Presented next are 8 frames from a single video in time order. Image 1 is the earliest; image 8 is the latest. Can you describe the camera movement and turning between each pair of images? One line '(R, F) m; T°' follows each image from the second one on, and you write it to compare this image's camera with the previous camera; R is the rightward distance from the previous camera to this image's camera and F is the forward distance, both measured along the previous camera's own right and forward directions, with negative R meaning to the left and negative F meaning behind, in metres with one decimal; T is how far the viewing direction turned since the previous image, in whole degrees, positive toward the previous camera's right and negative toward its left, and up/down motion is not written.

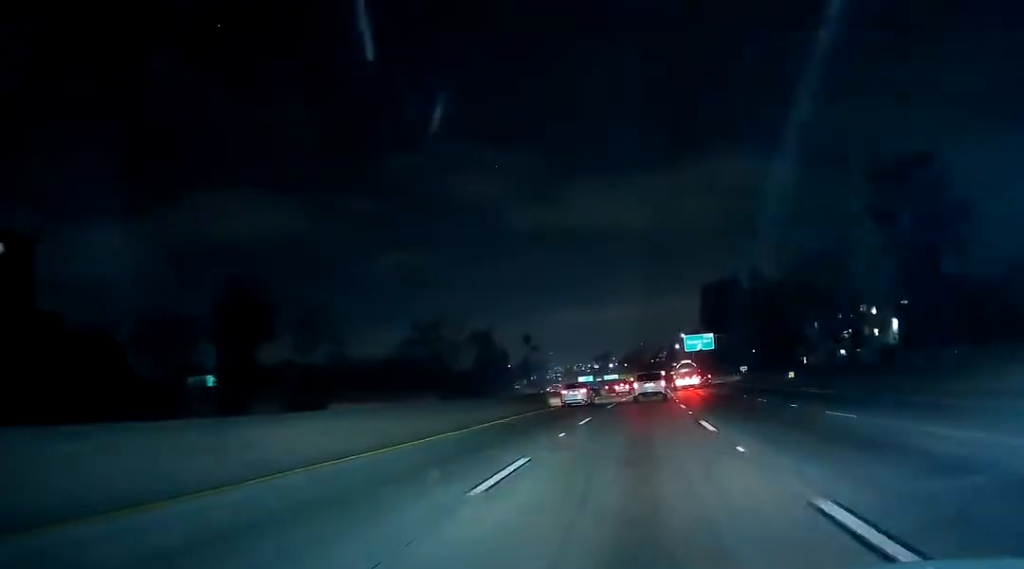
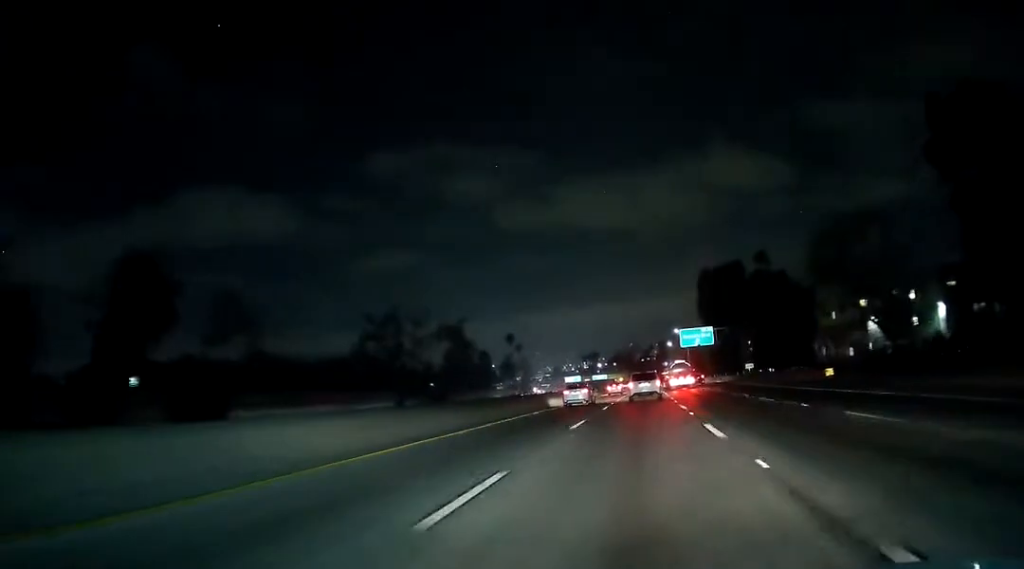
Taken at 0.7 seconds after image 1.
(+0.1, +17.3) m; +1°
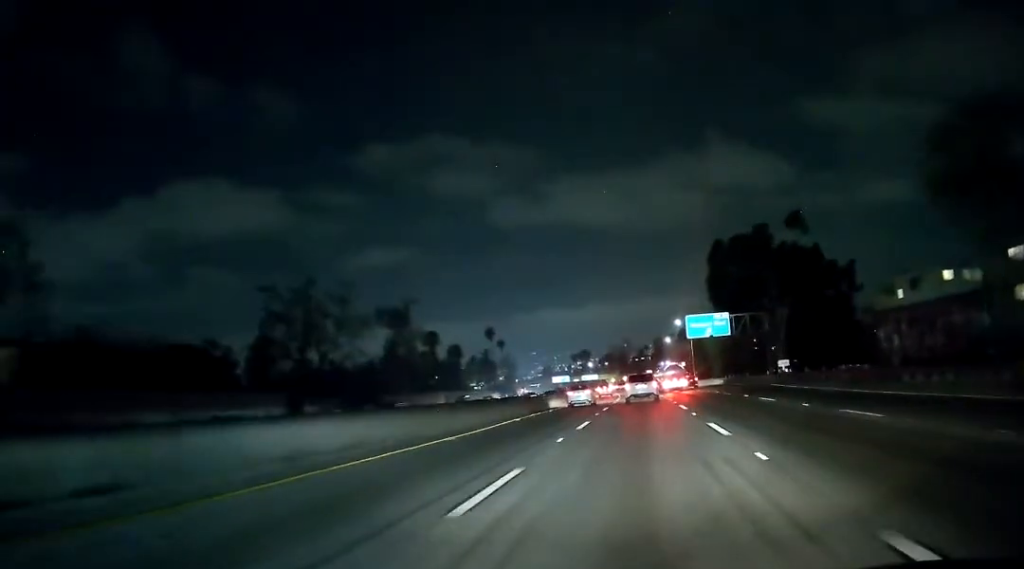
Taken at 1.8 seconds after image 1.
(+0.3, +28.0) m; +1°
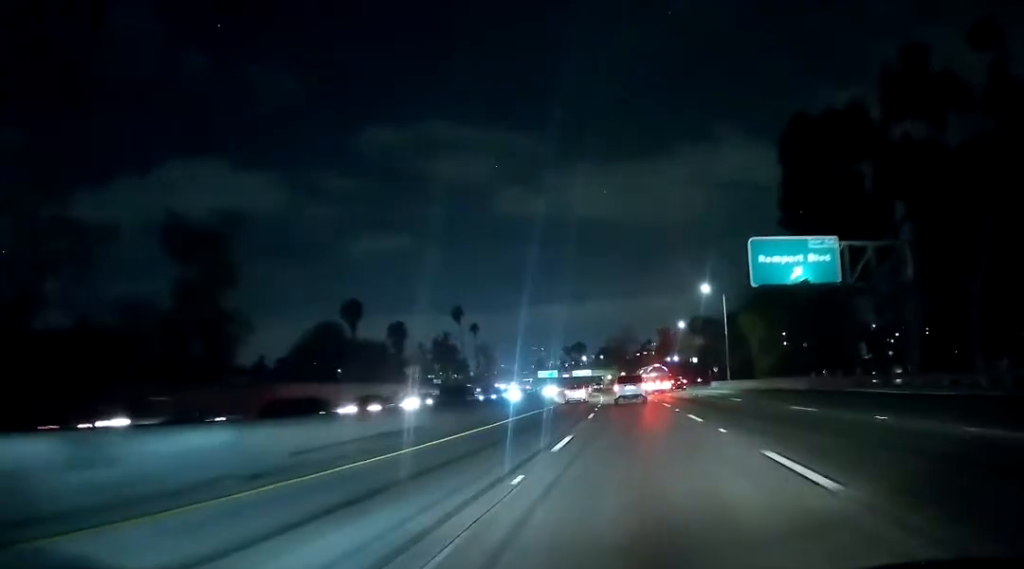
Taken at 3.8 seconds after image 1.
(0.0, +51.8) m; -1°
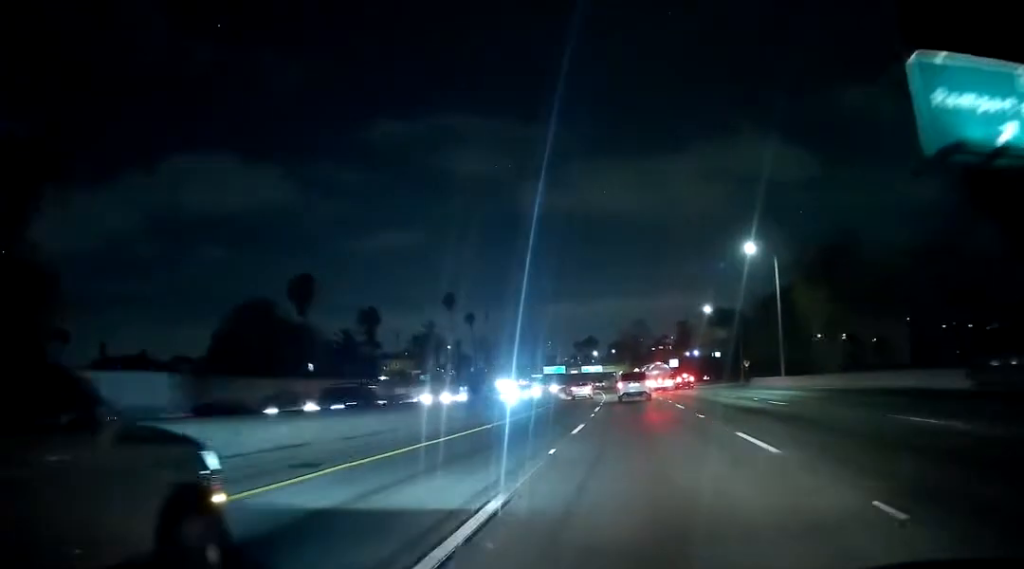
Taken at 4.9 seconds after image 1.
(-0.2, +25.8) m; -1°
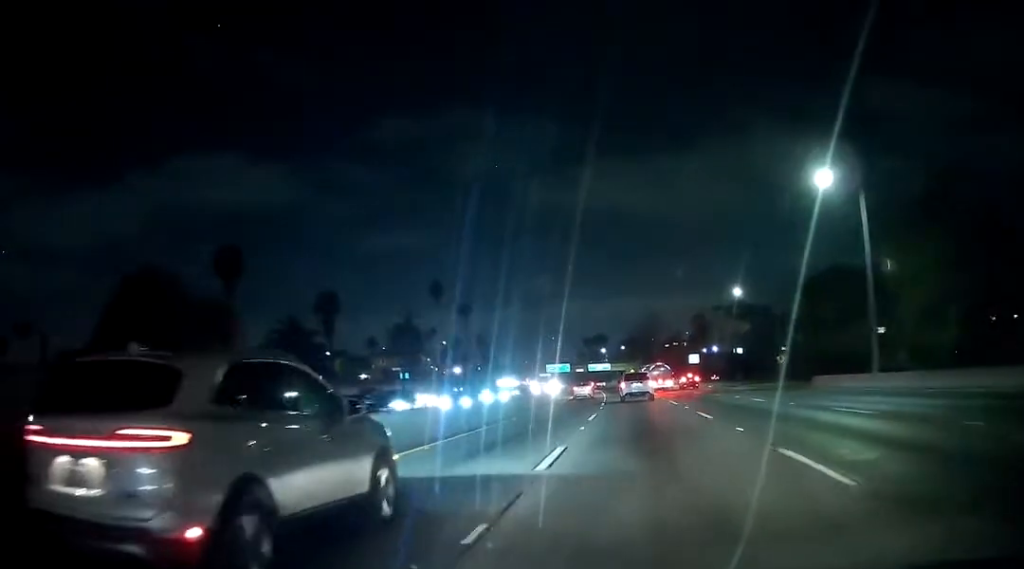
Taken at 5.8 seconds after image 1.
(-0.3, +23.4) m; -1°
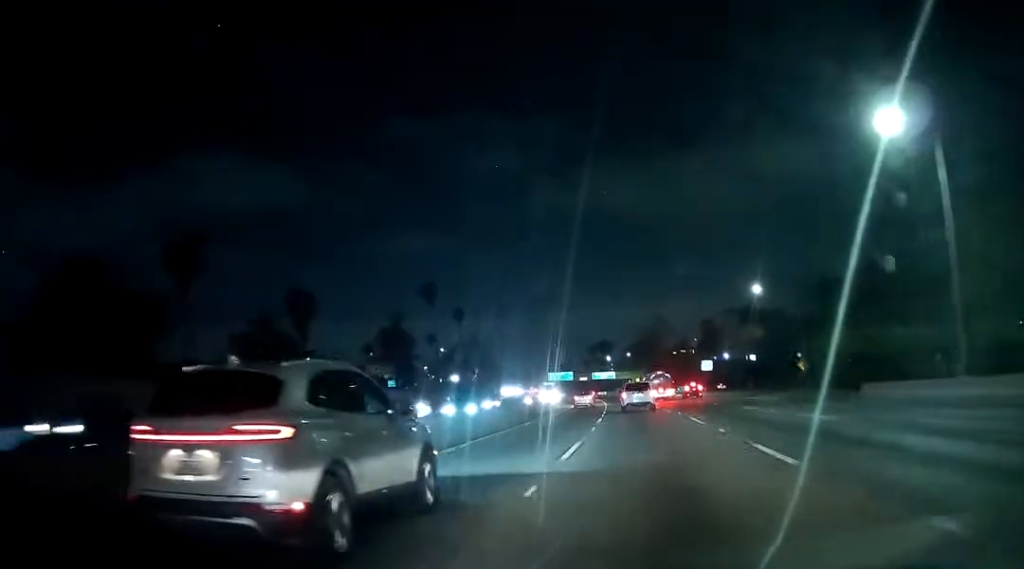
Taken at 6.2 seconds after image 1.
(0.0, +10.9) m; 0°
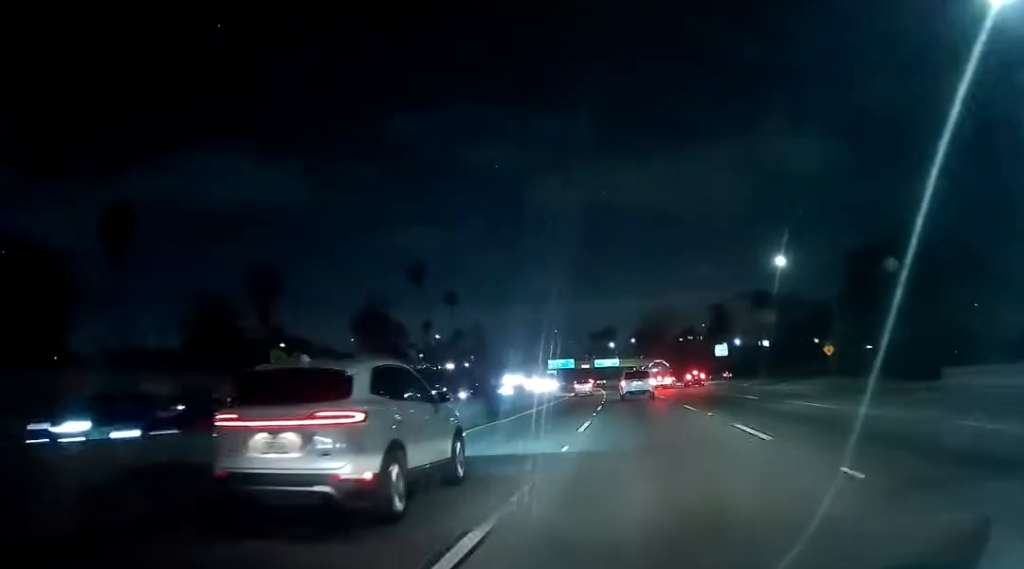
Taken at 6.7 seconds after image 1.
(0.0, +11.7) m; 0°
